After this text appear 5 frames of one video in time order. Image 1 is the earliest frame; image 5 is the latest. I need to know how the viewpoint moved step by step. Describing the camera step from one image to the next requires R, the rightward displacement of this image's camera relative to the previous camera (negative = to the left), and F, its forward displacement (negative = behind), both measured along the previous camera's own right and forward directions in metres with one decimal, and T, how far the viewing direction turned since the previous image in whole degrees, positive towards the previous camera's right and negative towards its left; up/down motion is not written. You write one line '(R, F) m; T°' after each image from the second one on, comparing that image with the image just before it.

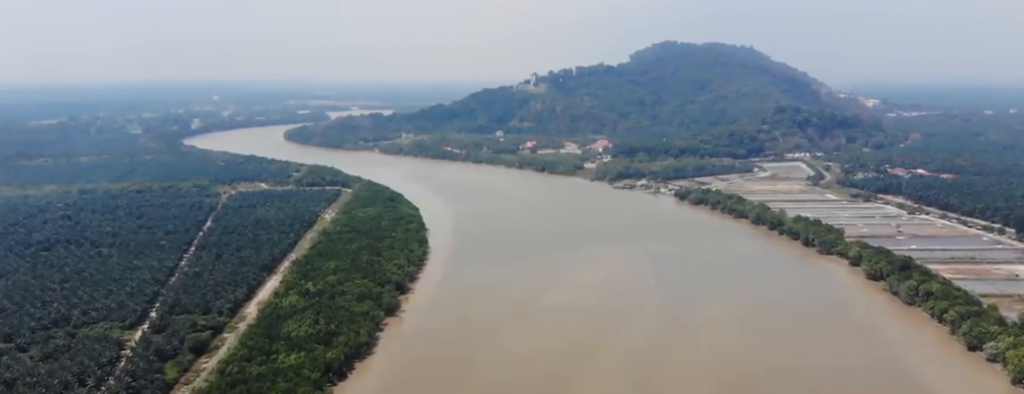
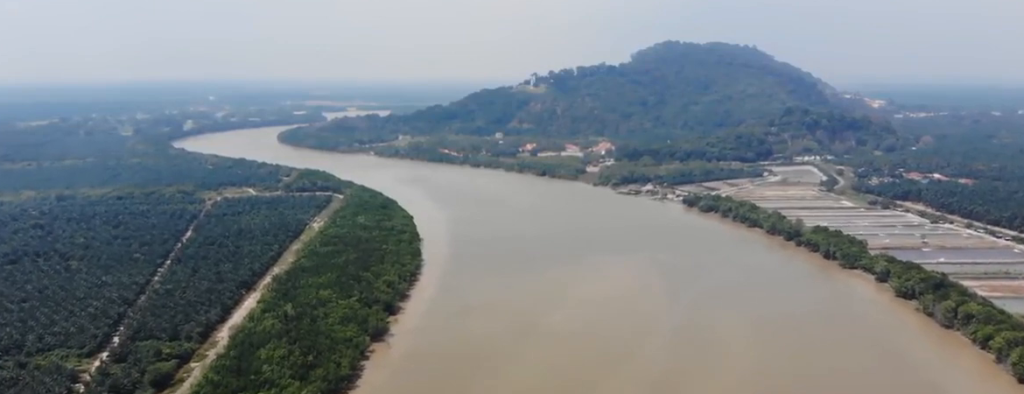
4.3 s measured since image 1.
(0.0, +53.8) m; -1°
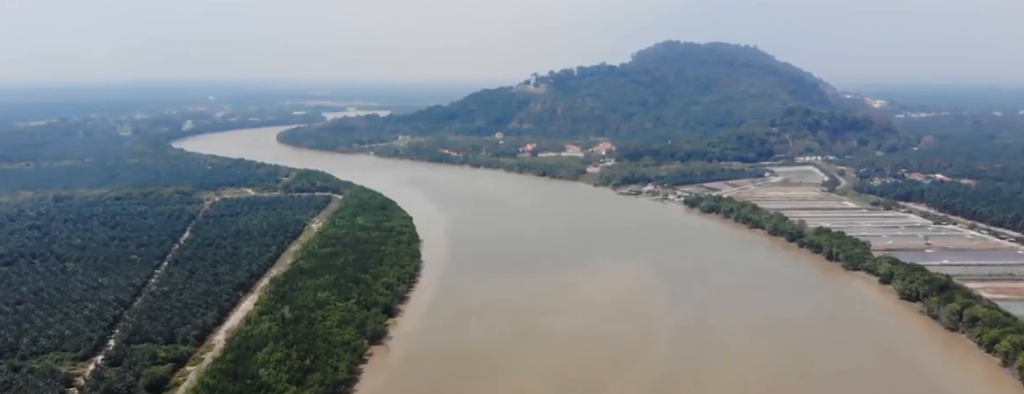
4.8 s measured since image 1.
(+0.1, +6.3) m; +1°
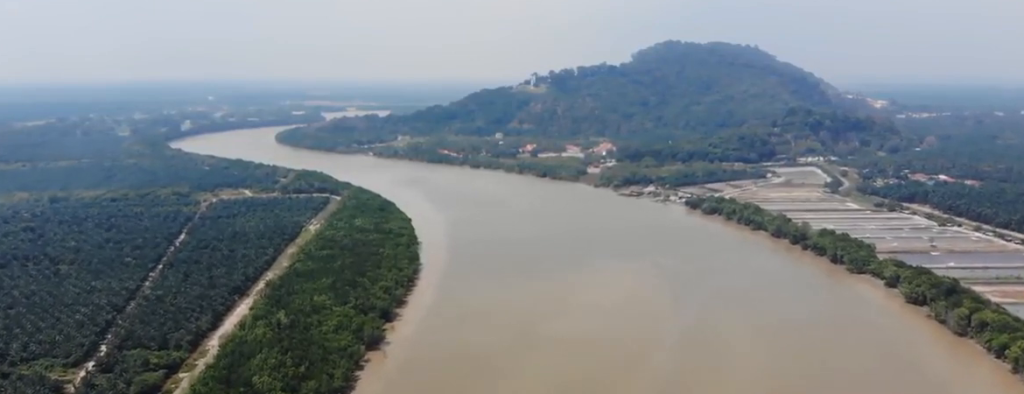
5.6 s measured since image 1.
(0.0, +10.6) m; 0°
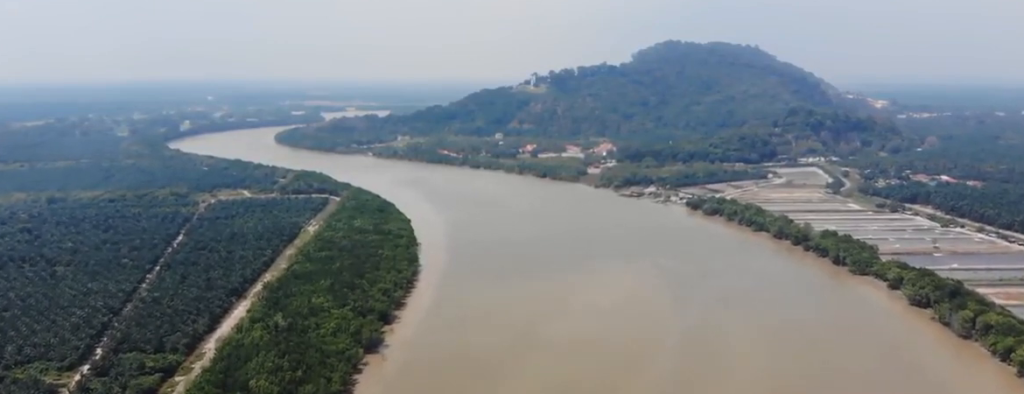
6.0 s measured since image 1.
(0.0, +5.5) m; 0°
